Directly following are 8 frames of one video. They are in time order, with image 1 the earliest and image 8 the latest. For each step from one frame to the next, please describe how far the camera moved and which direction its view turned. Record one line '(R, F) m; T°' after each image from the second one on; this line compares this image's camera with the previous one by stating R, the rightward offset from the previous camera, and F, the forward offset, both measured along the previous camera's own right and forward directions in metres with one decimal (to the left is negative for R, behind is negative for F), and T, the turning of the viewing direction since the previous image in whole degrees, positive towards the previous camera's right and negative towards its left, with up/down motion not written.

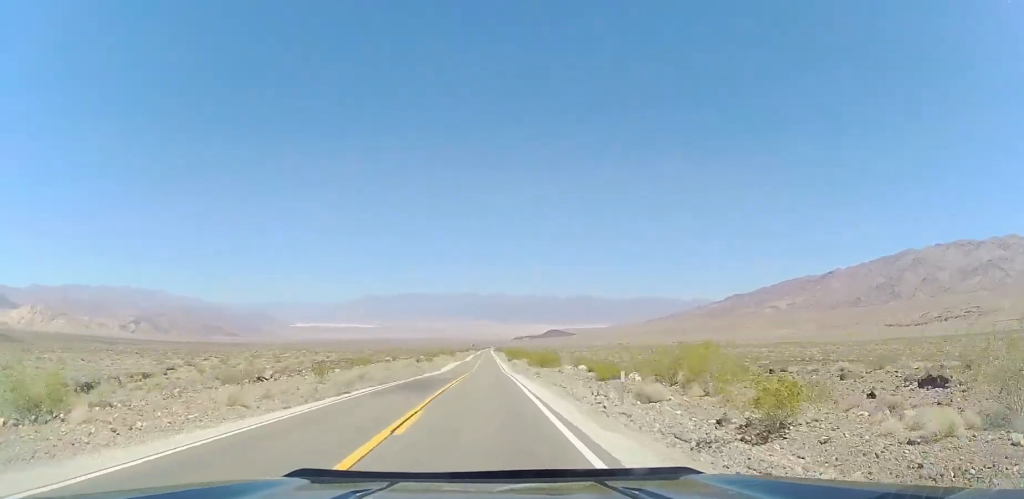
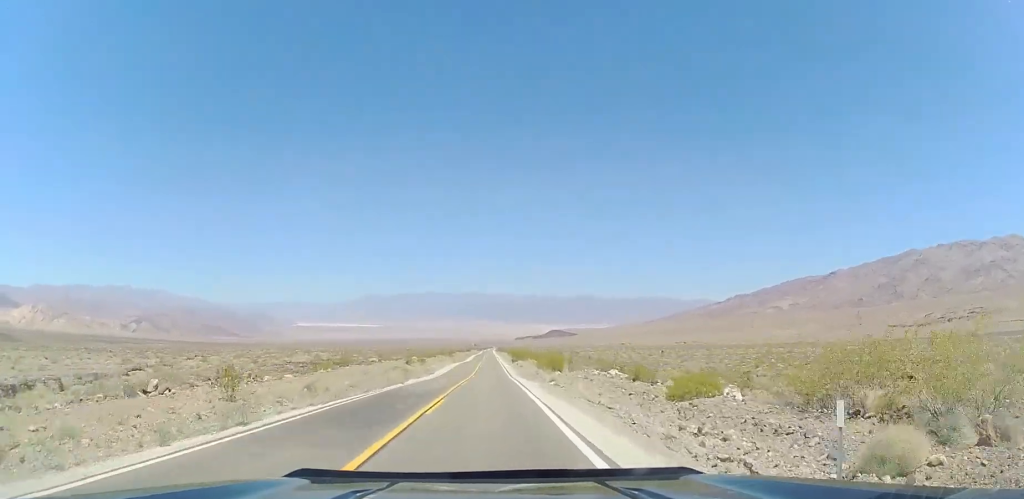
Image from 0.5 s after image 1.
(-0.2, +11.0) m; 0°
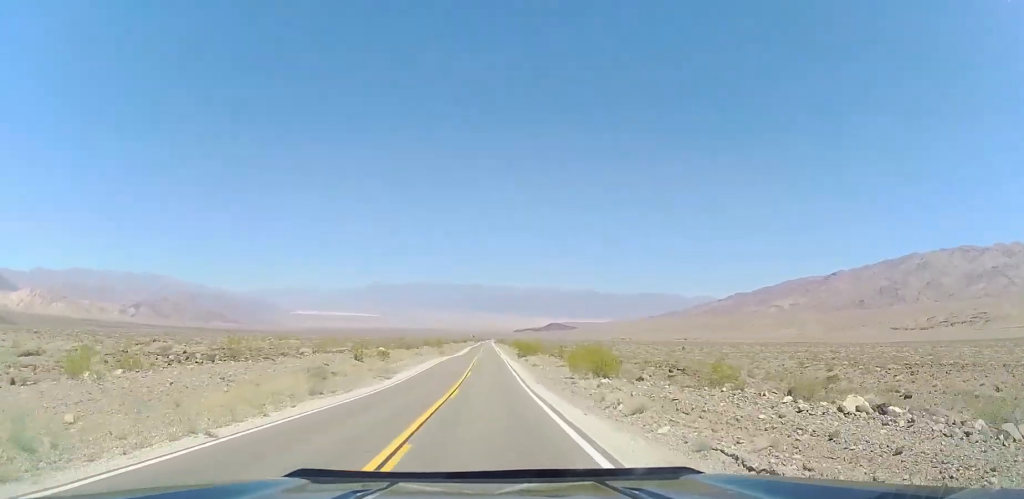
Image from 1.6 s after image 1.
(+0.4, +22.9) m; +1°
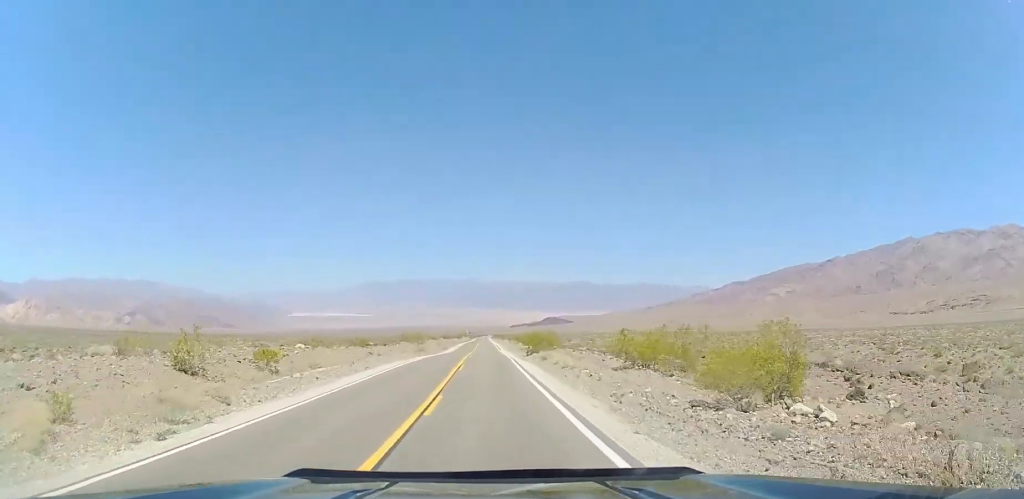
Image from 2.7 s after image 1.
(+0.1, +21.9) m; +1°
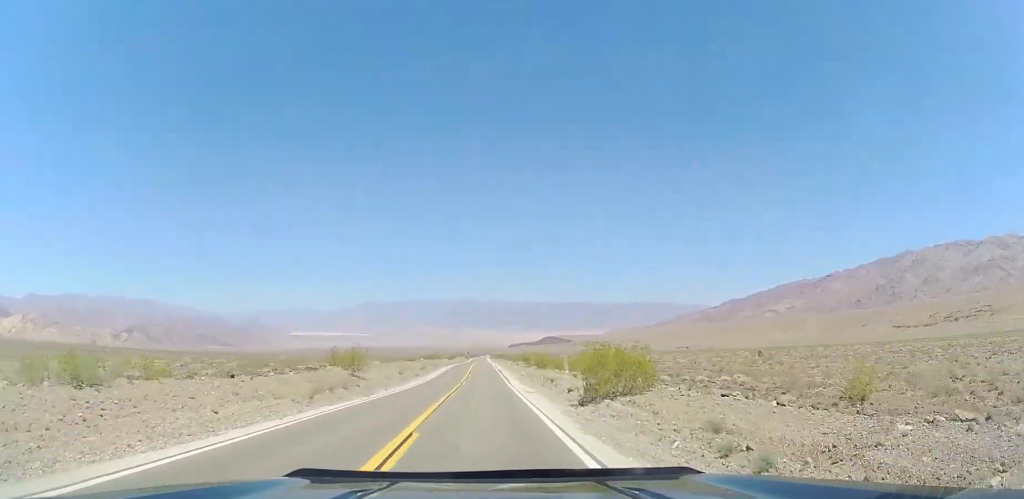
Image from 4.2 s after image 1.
(-0.2, +32.9) m; -1°
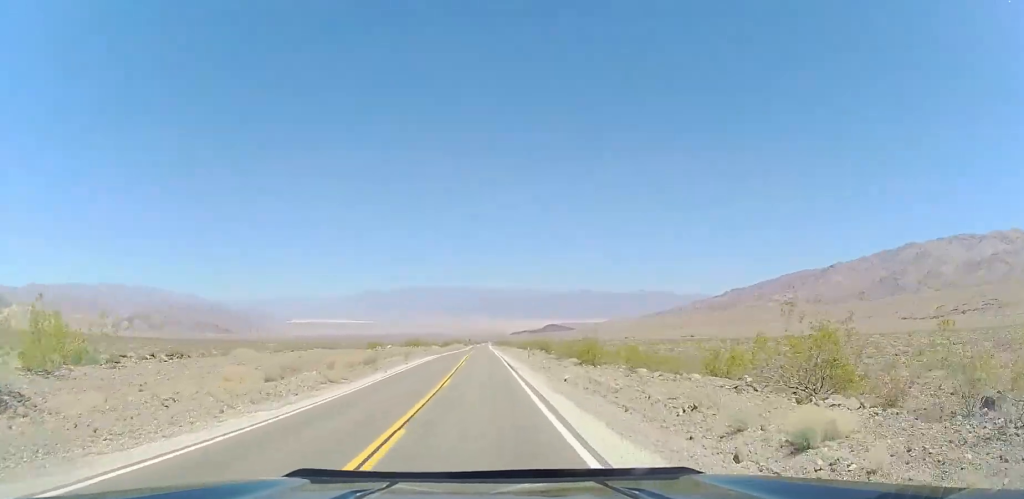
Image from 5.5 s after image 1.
(+0.1, +30.0) m; 0°
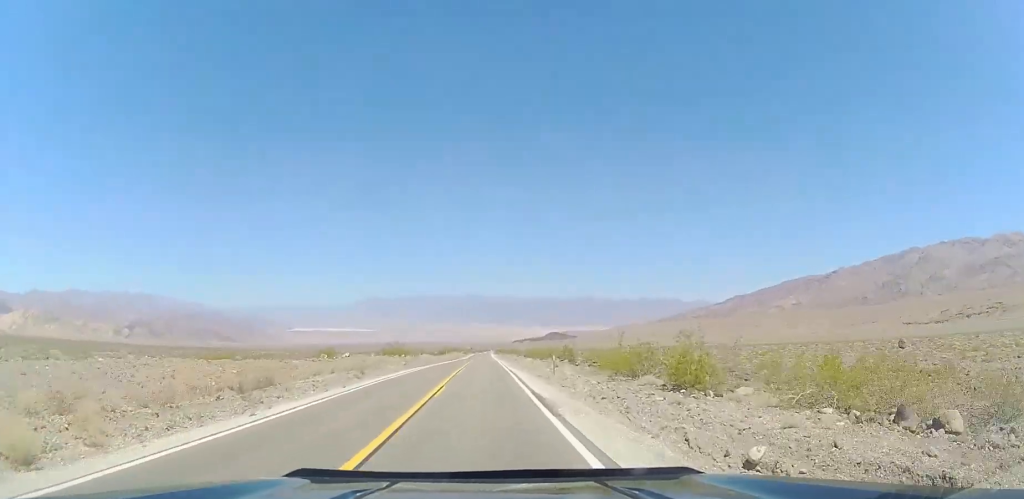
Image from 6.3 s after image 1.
(-0.2, +18.3) m; 0°
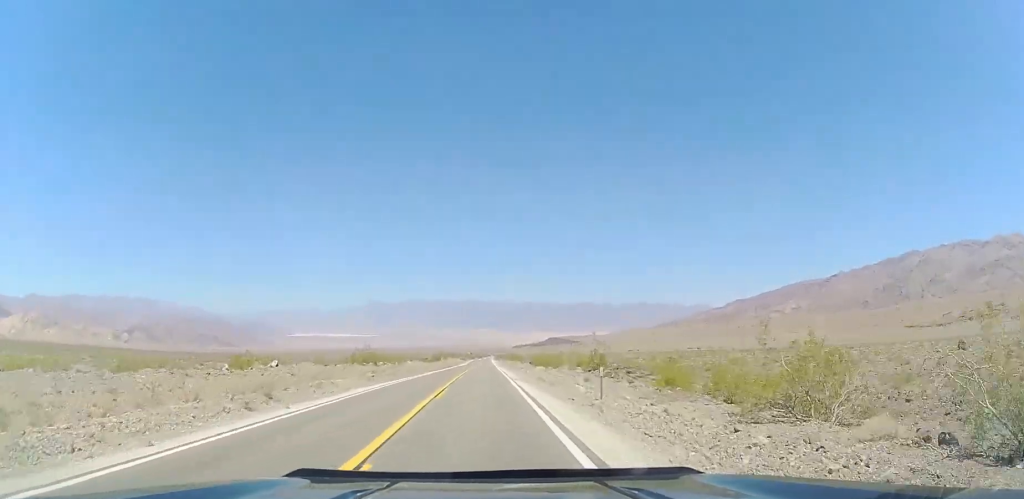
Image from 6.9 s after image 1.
(0.0, +13.8) m; 0°
